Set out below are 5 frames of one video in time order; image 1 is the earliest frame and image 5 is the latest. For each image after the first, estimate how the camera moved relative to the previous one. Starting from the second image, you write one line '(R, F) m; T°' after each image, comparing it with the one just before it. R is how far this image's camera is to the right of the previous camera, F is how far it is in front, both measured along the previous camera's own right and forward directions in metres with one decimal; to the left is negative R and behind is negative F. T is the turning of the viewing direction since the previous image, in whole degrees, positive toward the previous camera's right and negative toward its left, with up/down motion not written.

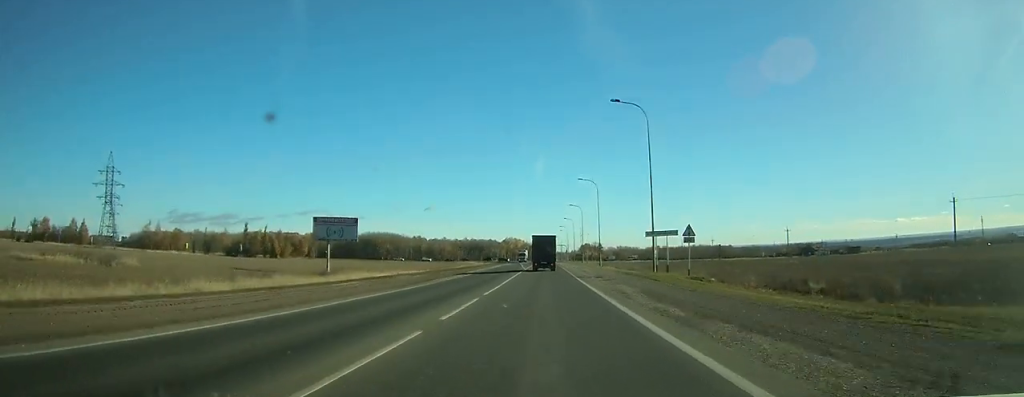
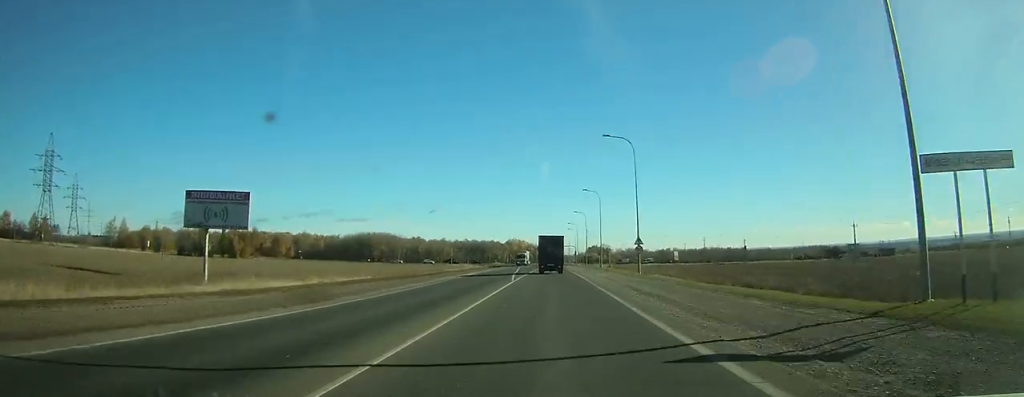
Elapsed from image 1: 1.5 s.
(0.0, +33.0) m; 0°
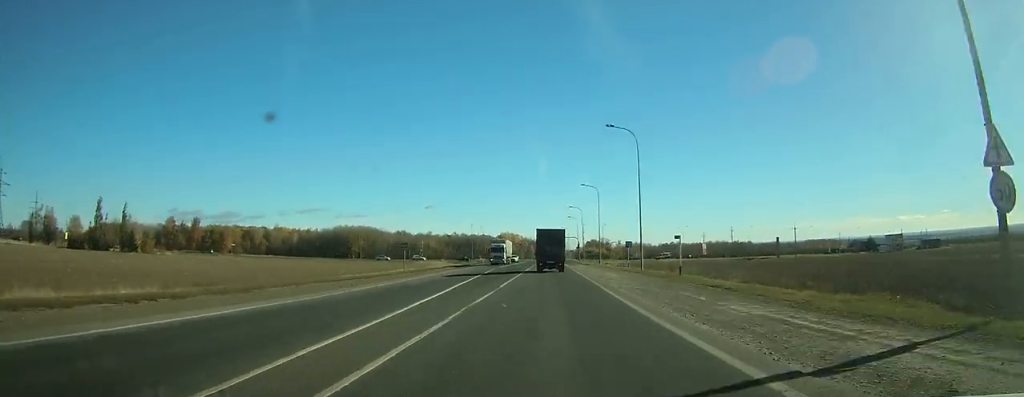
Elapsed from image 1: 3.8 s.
(0.0, +43.8) m; 0°
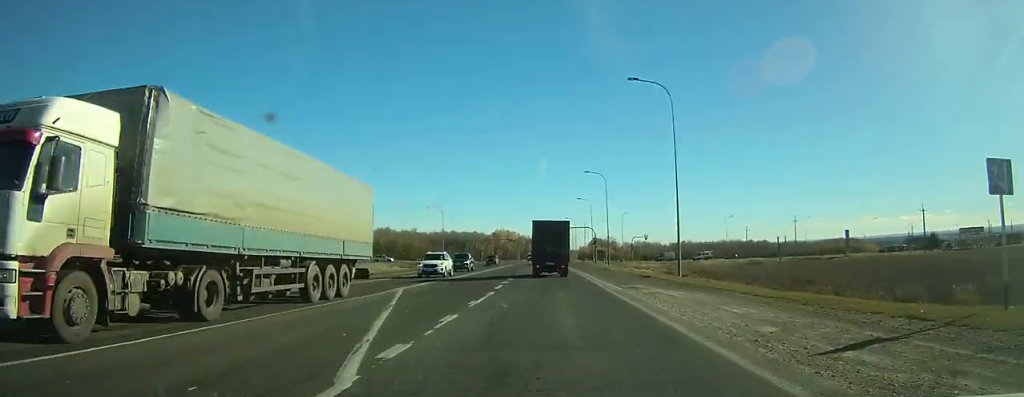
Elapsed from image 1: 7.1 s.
(+0.2, +56.4) m; 0°
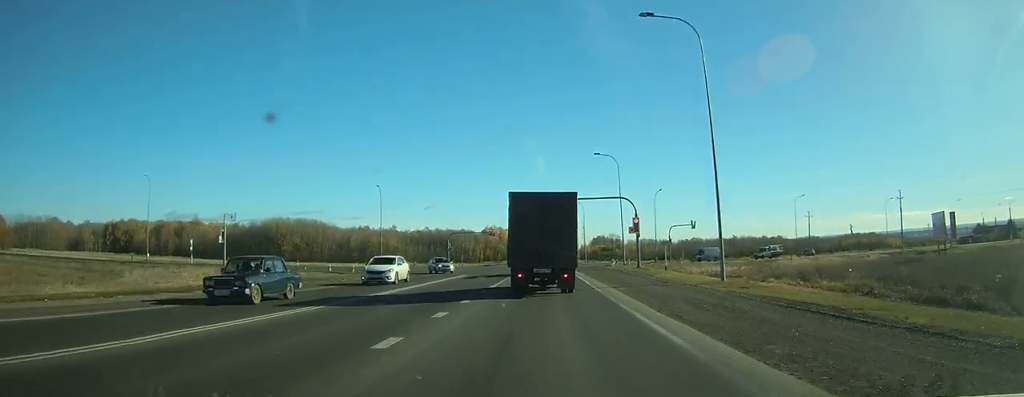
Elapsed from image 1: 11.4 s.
(-0.1, +53.9) m; 0°
